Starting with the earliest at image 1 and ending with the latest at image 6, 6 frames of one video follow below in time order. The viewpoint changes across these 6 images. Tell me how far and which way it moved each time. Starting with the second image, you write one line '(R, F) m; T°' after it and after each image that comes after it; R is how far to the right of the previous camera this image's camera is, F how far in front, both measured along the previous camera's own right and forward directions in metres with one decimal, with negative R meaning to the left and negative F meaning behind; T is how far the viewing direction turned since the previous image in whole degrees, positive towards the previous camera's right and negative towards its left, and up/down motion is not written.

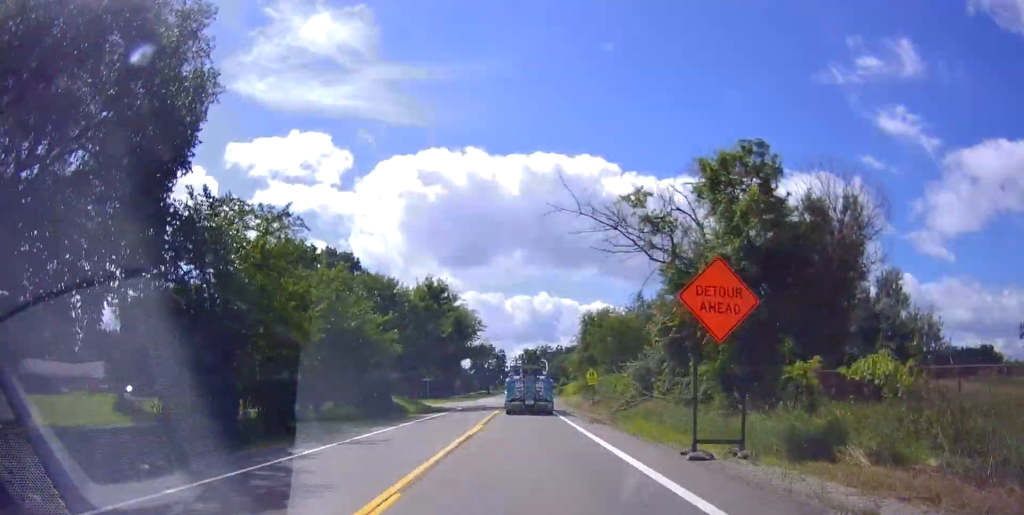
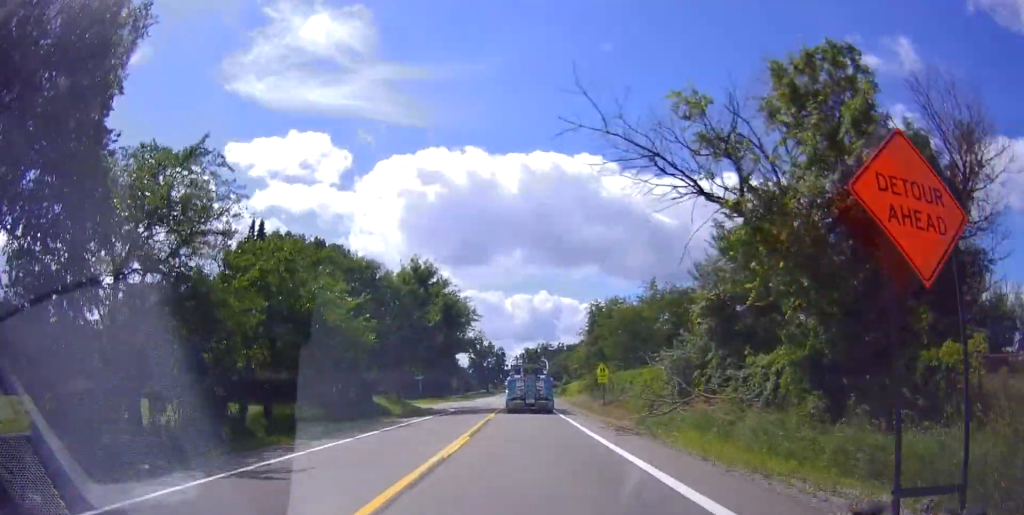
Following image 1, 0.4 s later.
(+0.2, +5.7) m; -2°
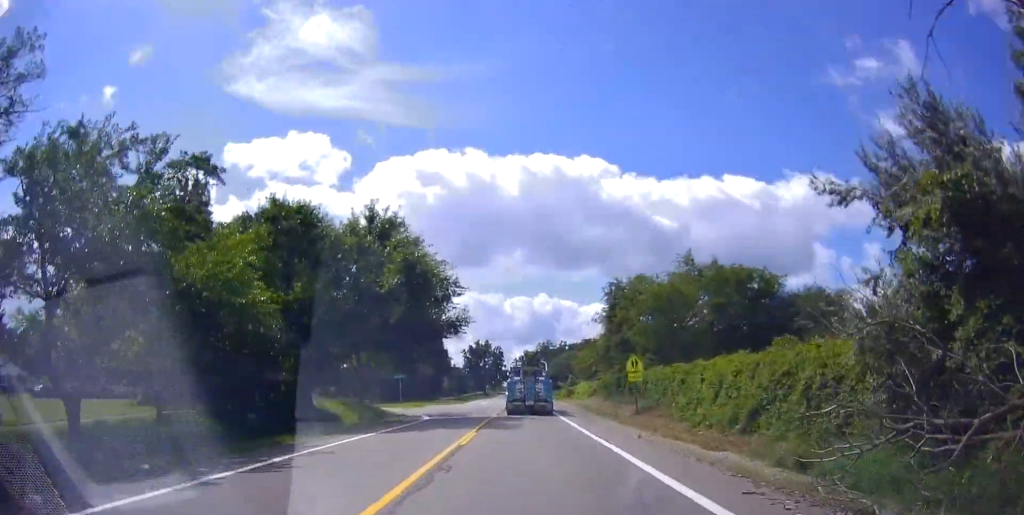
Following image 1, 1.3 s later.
(-0.6, +11.5) m; 0°
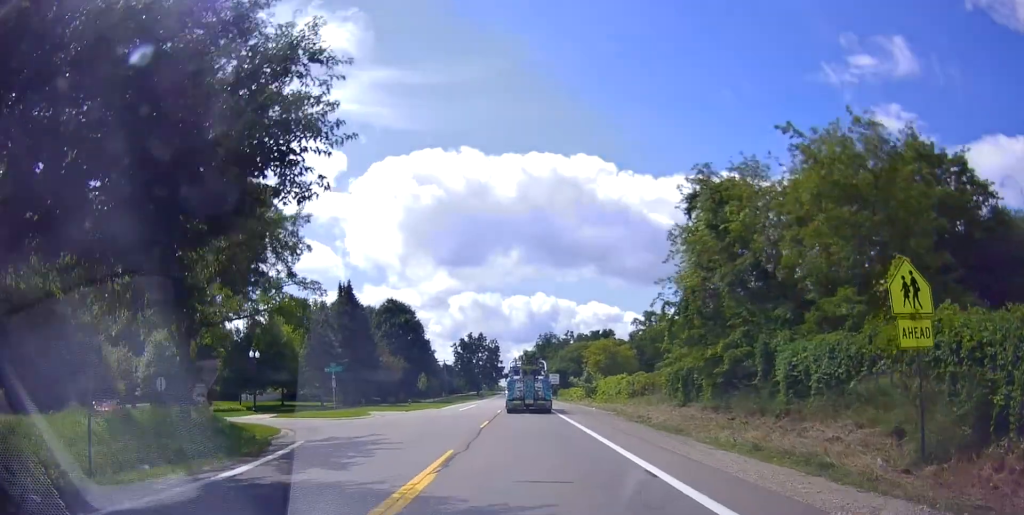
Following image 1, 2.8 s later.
(+0.7, +21.4) m; +2°
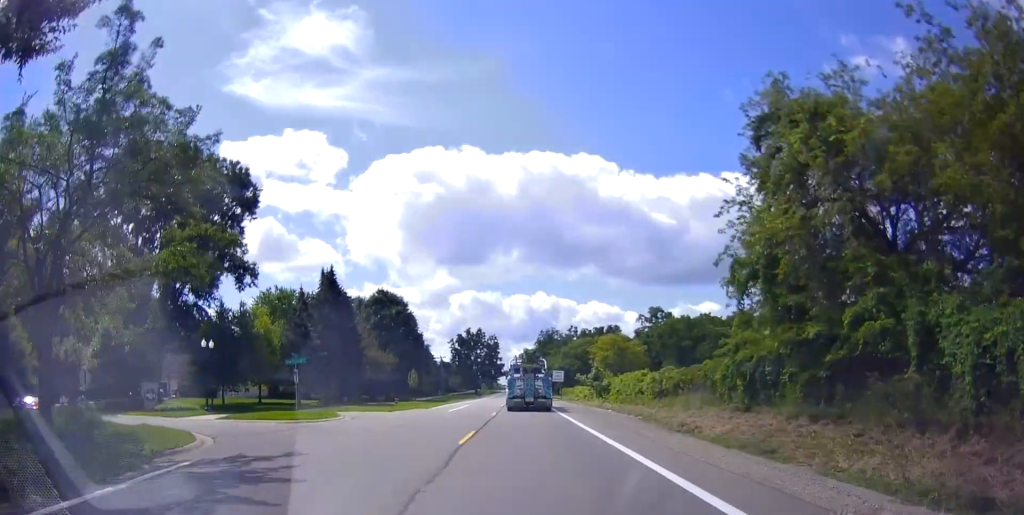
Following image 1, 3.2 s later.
(-0.2, +6.8) m; 0°
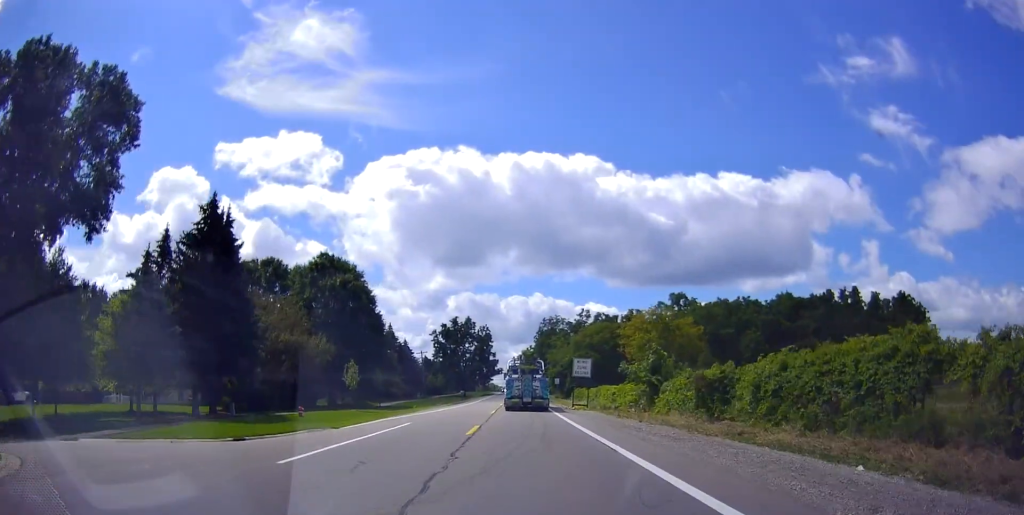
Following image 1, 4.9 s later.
(-0.2, +25.5) m; -1°
